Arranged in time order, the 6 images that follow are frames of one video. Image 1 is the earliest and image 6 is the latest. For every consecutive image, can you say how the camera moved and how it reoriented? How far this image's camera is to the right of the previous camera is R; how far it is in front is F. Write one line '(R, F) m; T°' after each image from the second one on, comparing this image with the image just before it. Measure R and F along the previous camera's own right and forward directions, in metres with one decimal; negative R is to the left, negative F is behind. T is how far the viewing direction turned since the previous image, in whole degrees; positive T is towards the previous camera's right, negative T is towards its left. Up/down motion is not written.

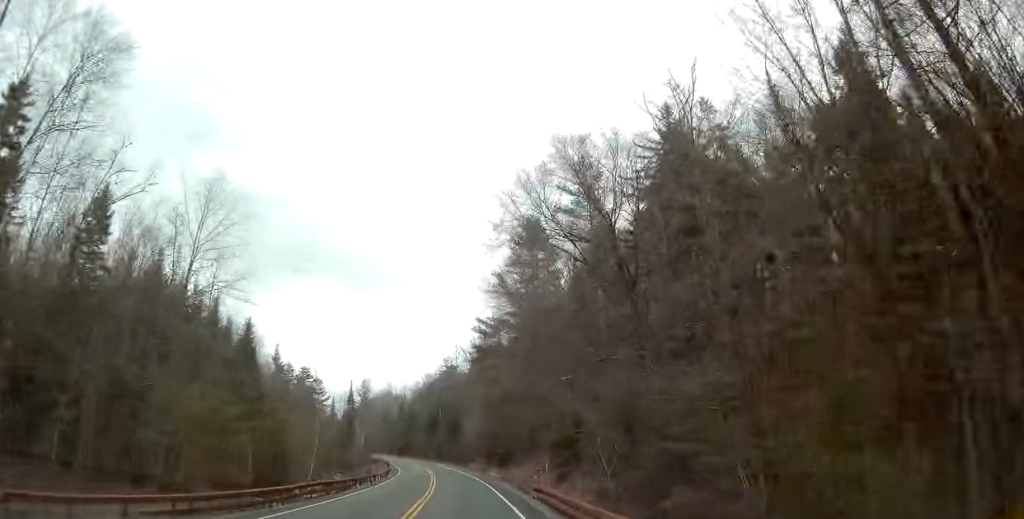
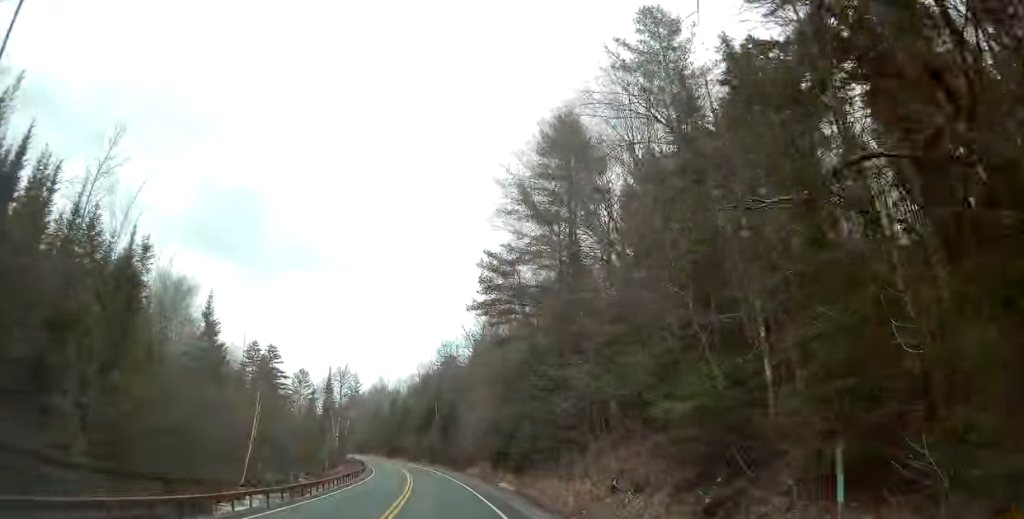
(-0.2, +22.2) m; 0°
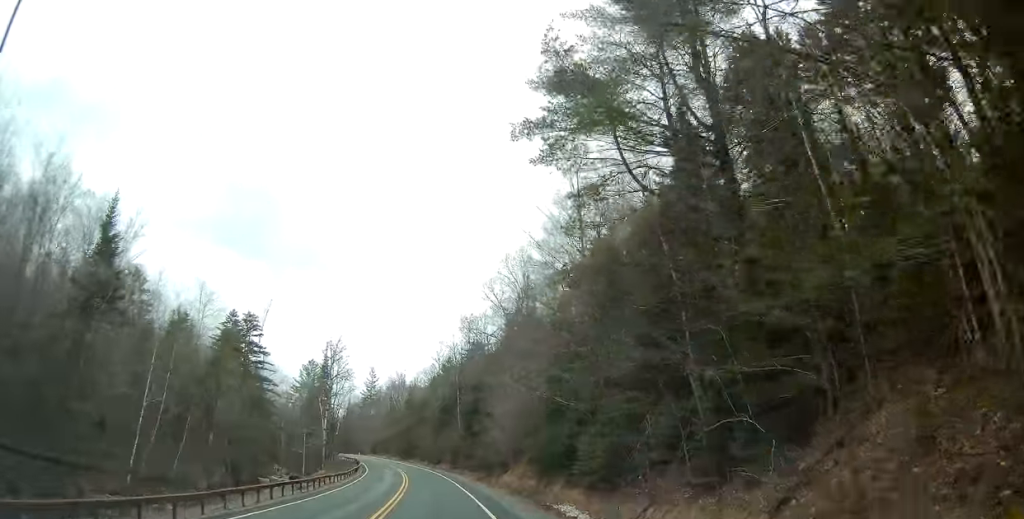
(-0.1, +22.1) m; -1°
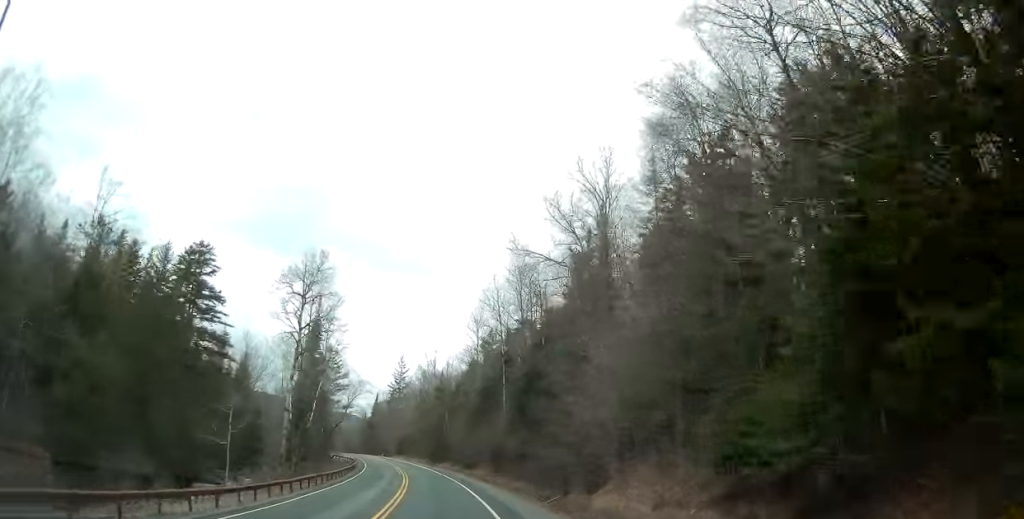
(-0.3, +26.7) m; -3°
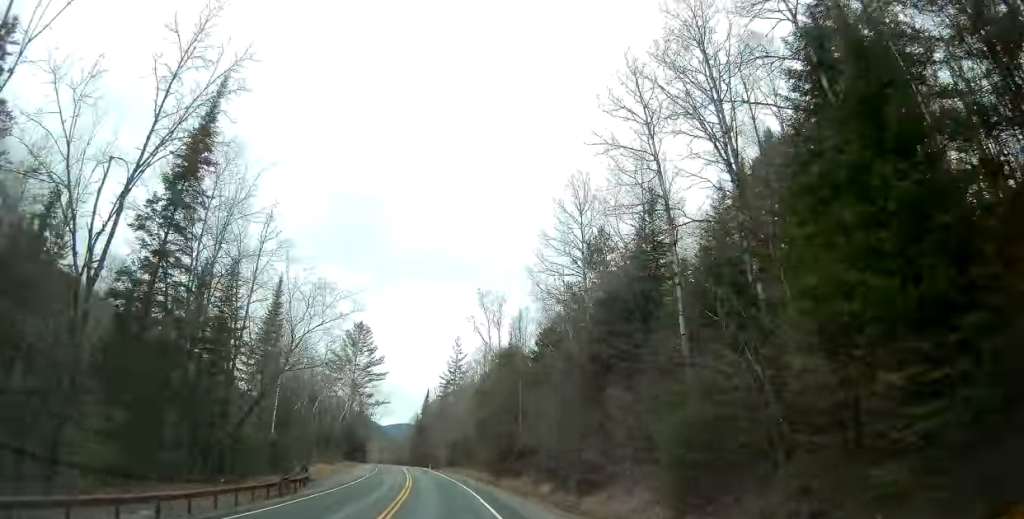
(-1.6, +41.3) m; -5°
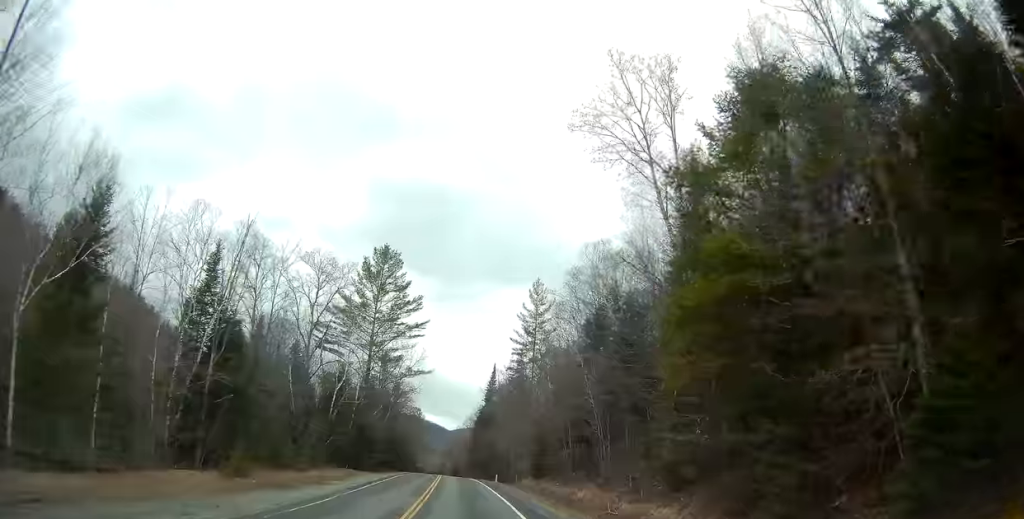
(-6.2, +48.8) m; -12°
